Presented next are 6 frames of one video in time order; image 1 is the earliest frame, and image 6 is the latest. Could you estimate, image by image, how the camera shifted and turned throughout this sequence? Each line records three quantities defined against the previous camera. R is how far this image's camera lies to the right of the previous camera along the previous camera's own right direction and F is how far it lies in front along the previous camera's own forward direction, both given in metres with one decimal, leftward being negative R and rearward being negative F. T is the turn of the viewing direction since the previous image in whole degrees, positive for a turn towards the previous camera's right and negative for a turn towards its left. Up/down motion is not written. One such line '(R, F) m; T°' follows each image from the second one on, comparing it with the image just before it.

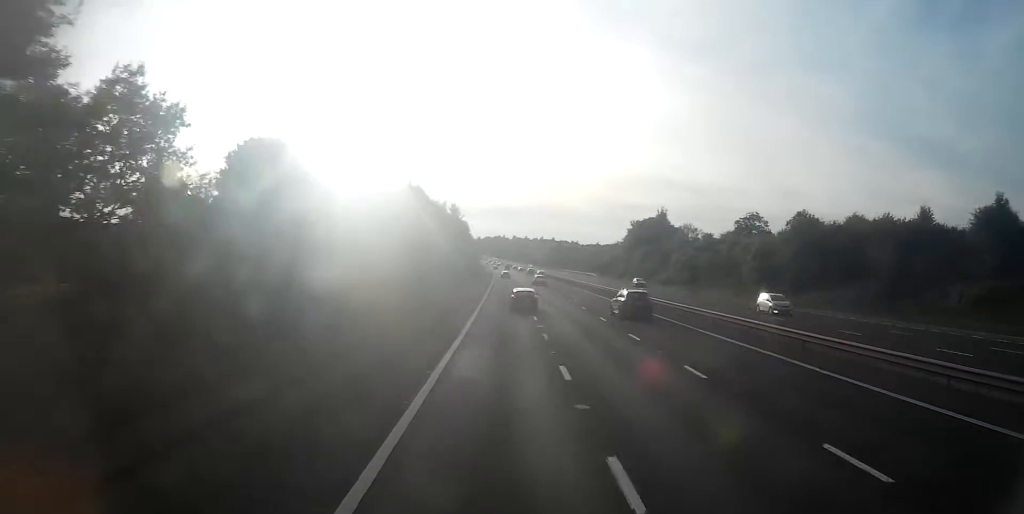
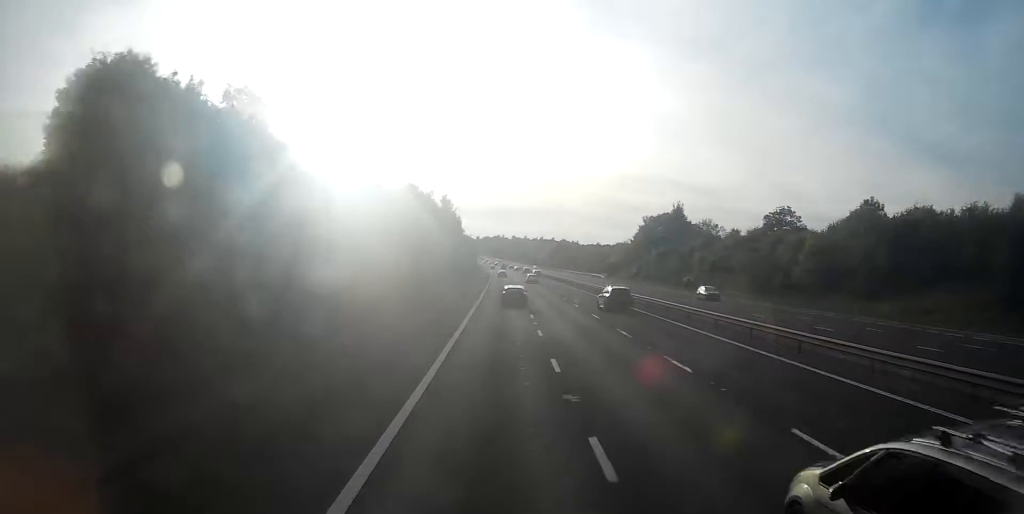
(-0.2, +16.4) m; 0°
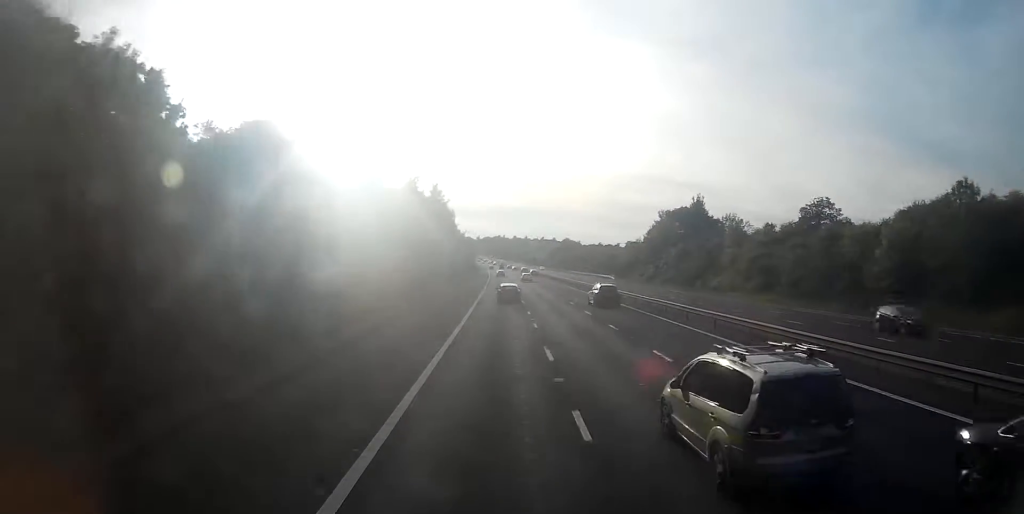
(-0.1, +15.5) m; -1°
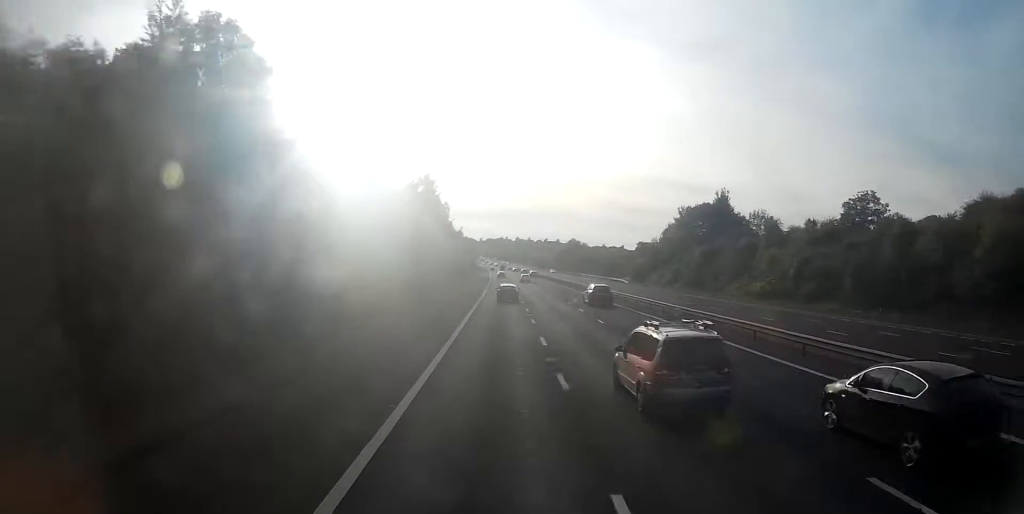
(0.0, +13.6) m; 0°
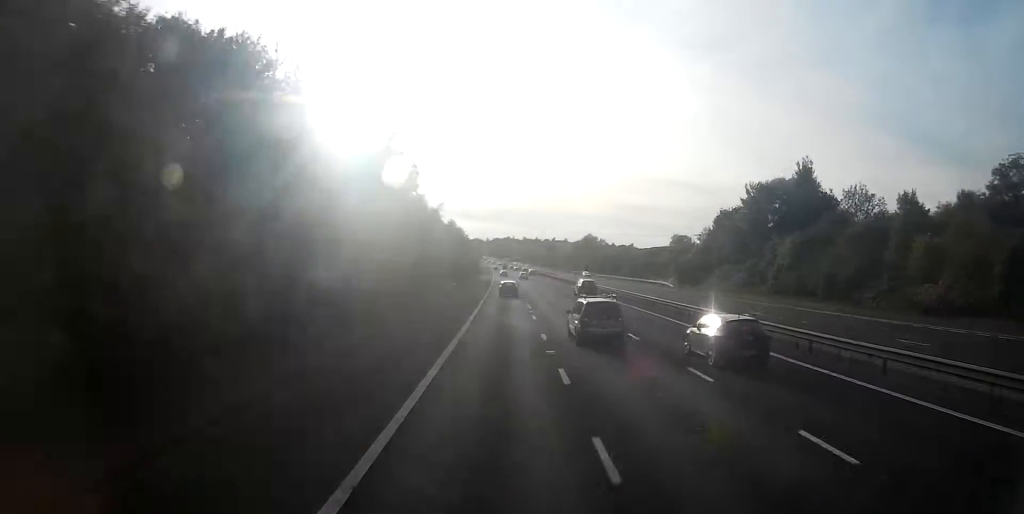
(0.0, +32.7) m; 0°
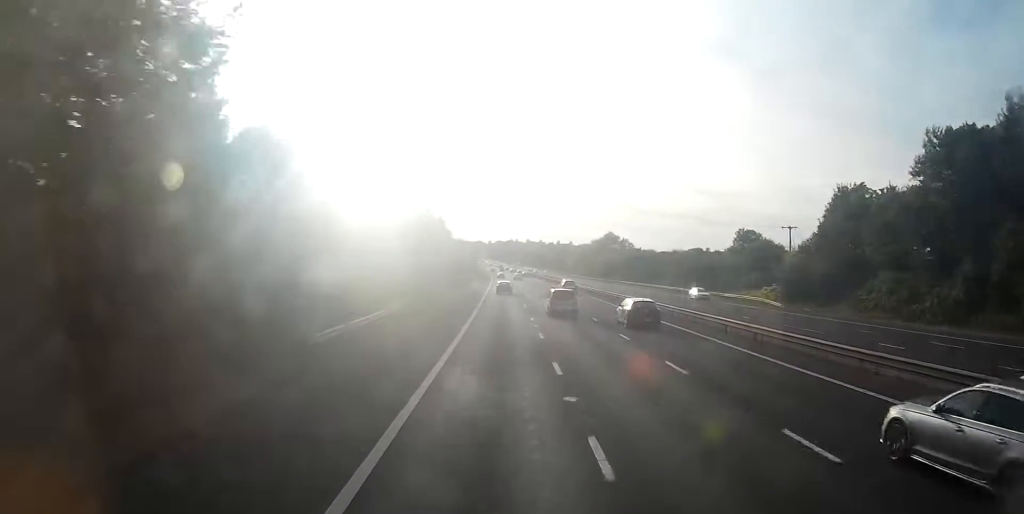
(-0.3, +42.7) m; -1°
